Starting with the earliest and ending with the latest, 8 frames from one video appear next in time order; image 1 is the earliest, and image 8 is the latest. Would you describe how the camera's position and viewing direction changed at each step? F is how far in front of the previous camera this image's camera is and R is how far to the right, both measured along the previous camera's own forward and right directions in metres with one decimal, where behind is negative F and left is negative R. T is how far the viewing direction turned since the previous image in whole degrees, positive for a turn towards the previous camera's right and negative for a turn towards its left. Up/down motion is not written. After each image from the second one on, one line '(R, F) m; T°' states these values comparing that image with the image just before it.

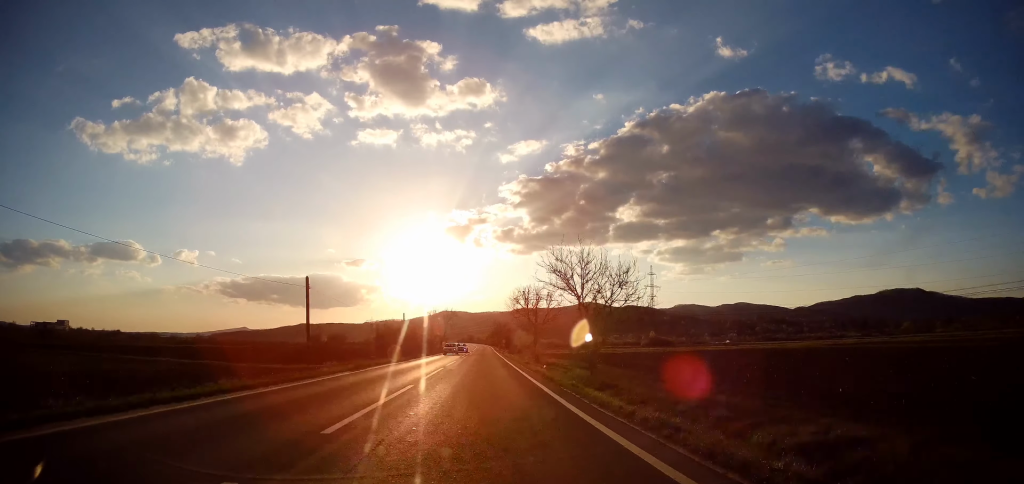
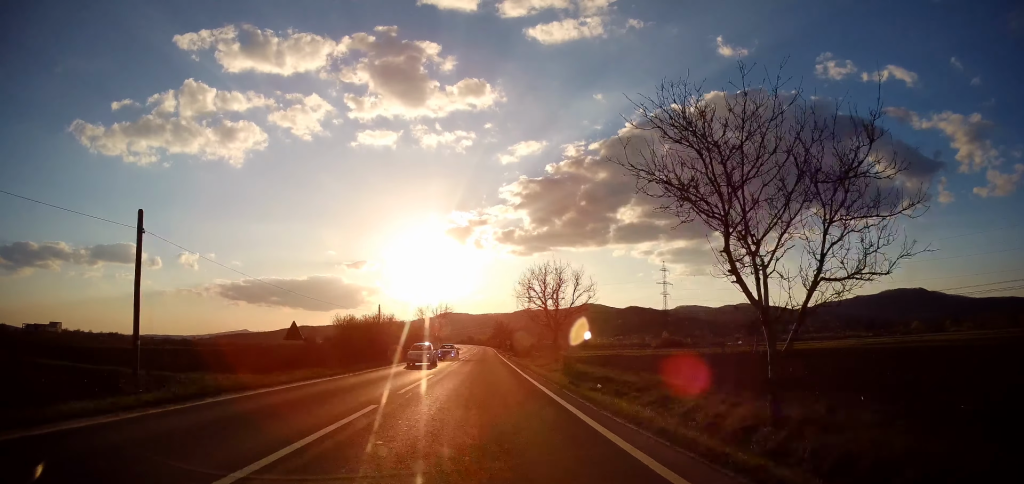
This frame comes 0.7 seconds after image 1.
(-0.1, +17.3) m; 0°
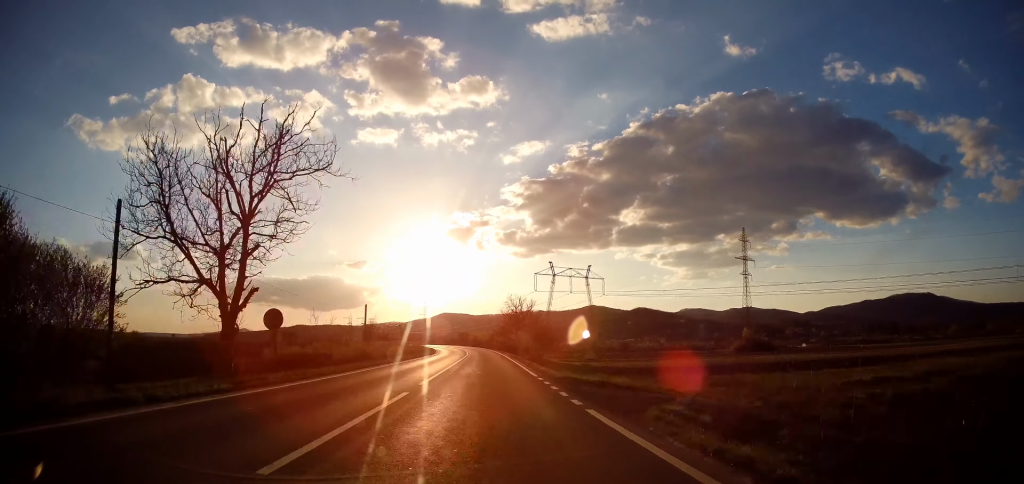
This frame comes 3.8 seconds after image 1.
(-0.4, +75.5) m; 0°
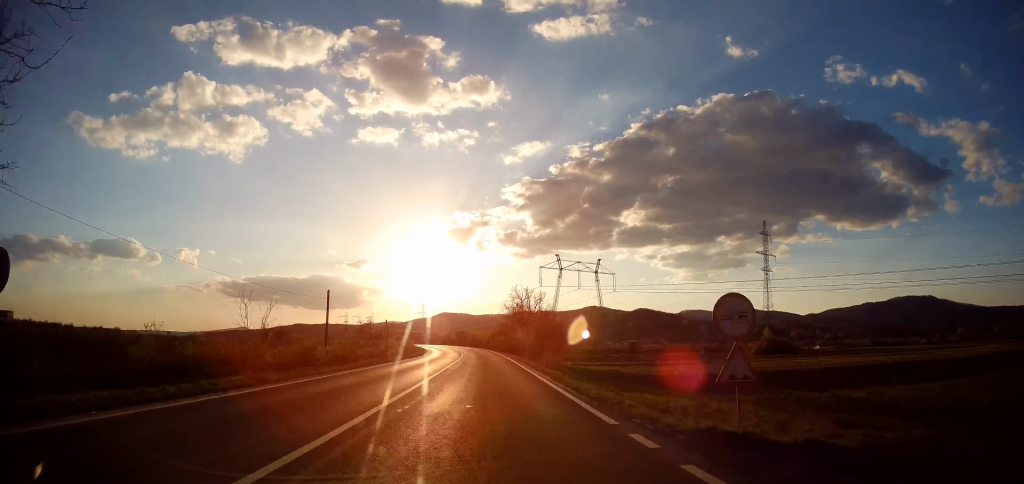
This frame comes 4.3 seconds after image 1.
(+0.1, +12.9) m; 0°
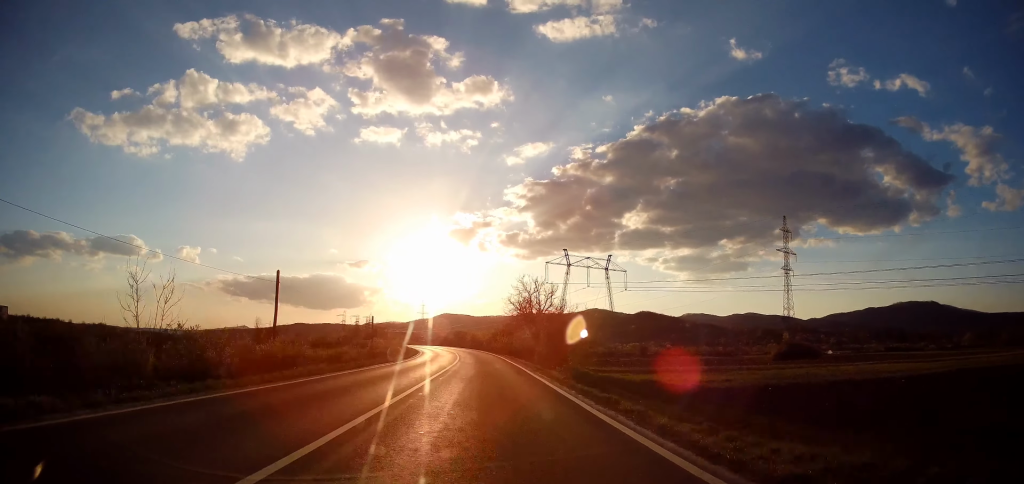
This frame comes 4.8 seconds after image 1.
(-0.1, +10.5) m; 0°
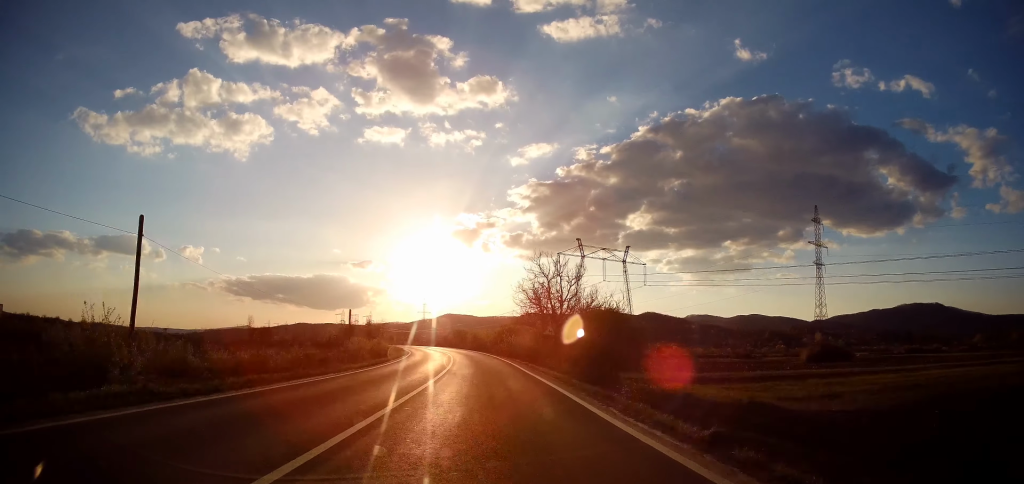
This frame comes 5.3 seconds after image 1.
(-0.1, +13.7) m; 0°
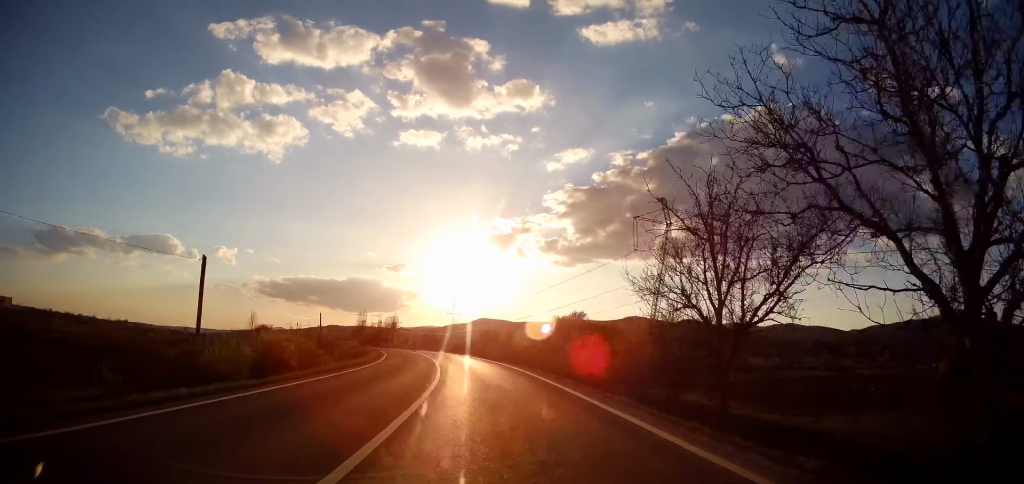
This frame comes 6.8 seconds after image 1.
(+0.1, +36.5) m; -1°
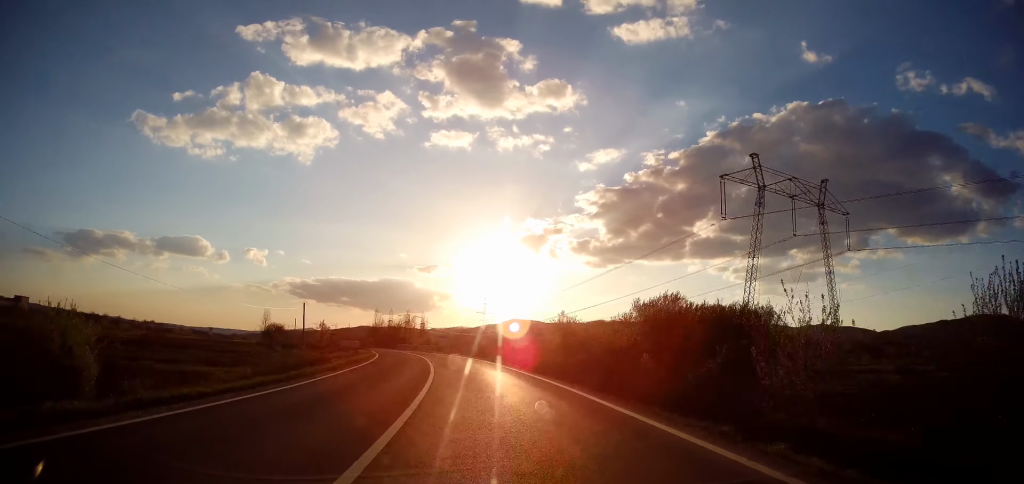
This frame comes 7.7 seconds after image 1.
(-0.3, +20.2) m; -3°
